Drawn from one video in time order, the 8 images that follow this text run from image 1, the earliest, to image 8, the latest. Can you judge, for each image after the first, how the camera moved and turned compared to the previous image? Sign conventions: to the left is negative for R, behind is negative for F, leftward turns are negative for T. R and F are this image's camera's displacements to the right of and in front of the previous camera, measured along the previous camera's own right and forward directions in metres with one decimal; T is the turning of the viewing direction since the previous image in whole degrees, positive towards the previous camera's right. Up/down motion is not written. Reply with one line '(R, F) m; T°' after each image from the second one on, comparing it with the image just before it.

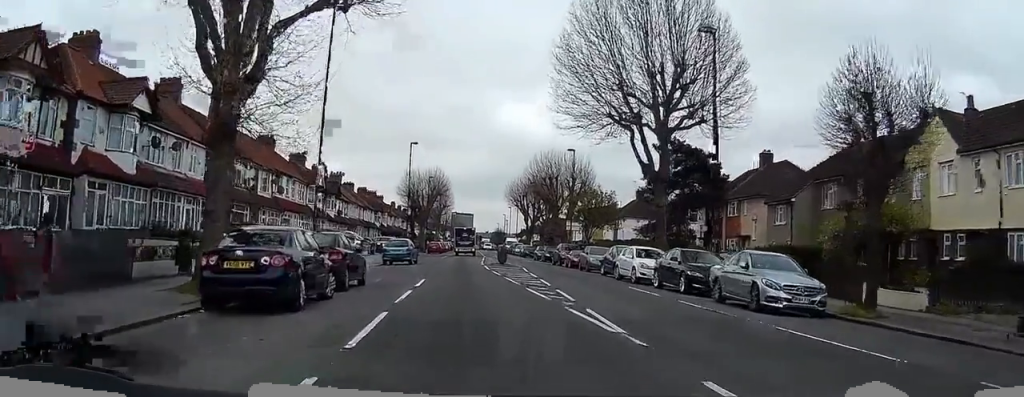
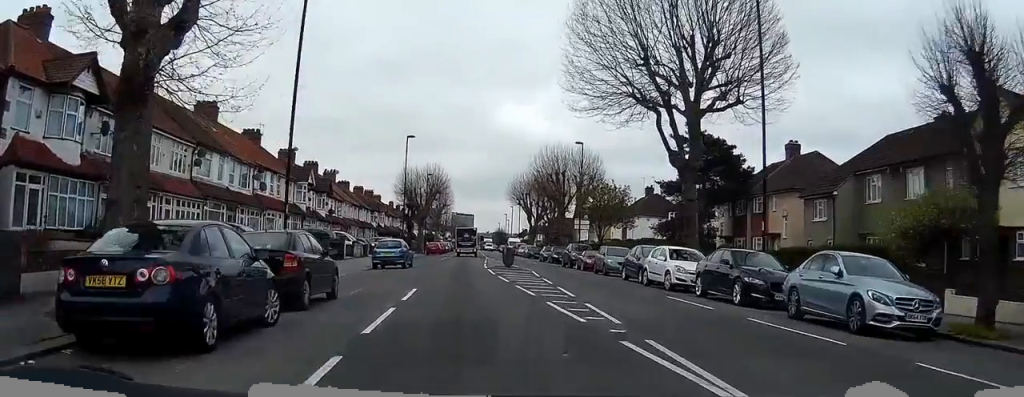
(0.0, +4.4) m; -1°
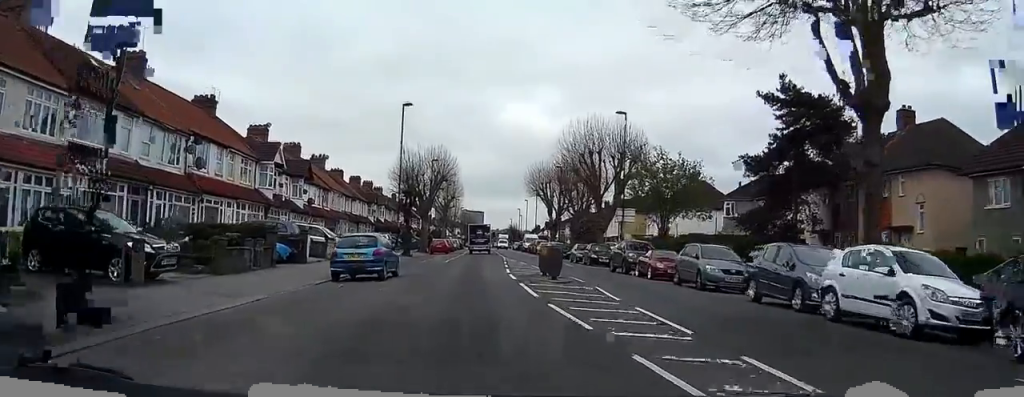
(-0.3, +13.6) m; -1°
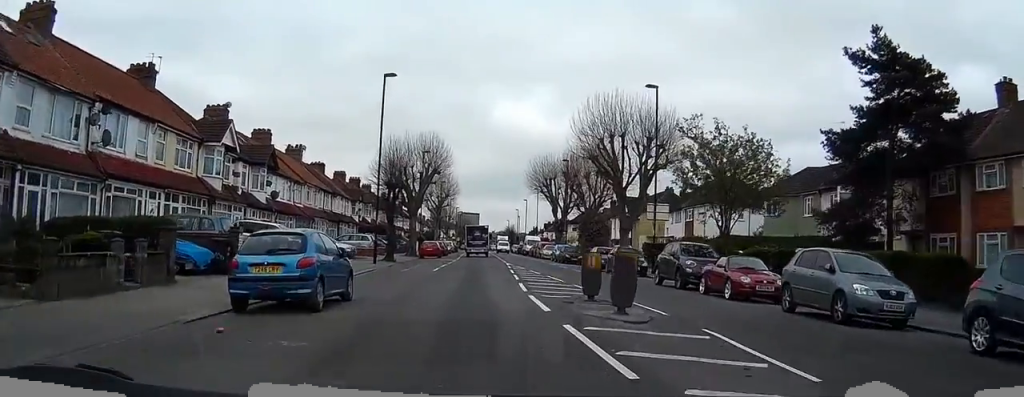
(+0.1, +9.1) m; 0°
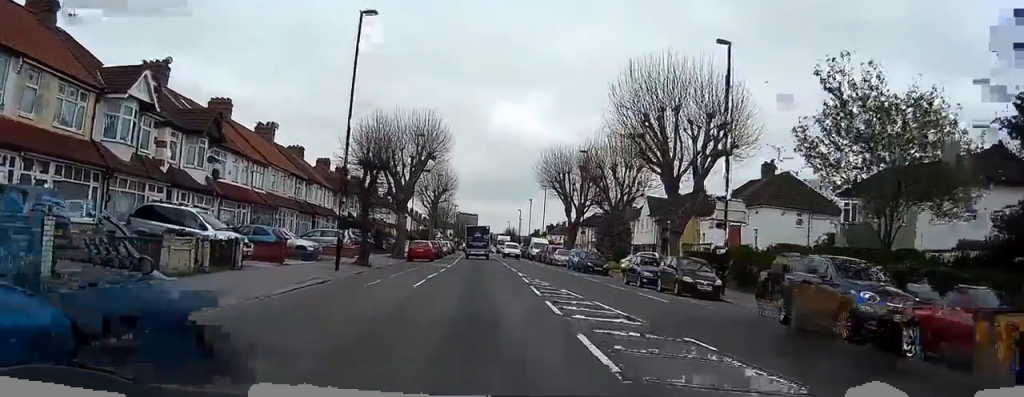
(-0.1, +11.5) m; 0°
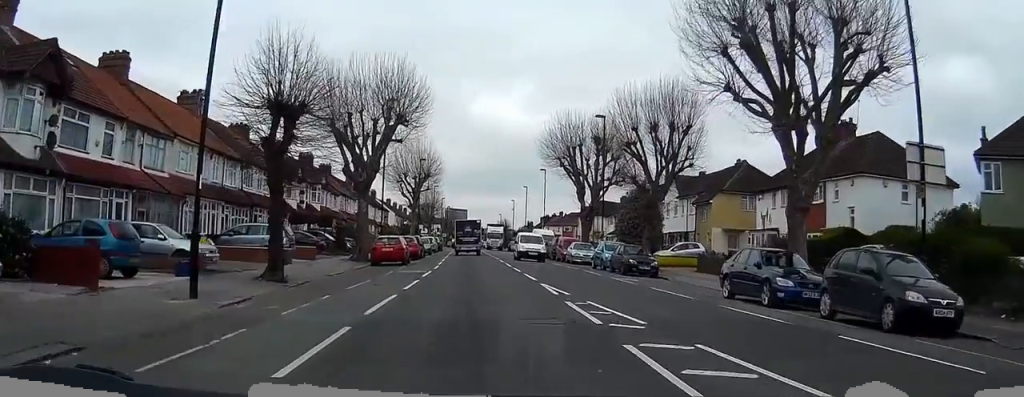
(+0.2, +14.3) m; +1°
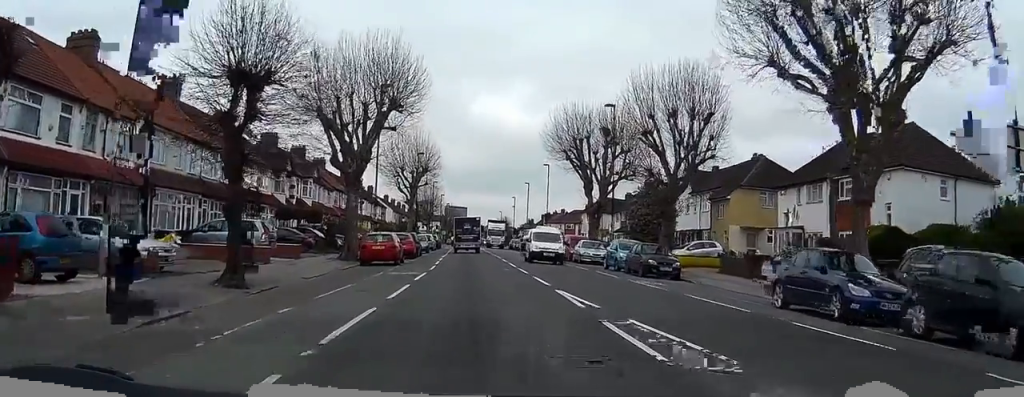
(0.0, +3.7) m; 0°
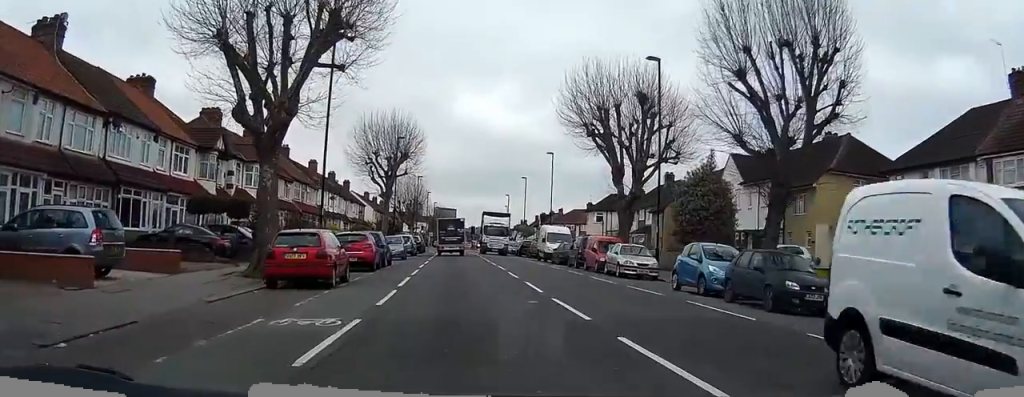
(0.0, +13.4) m; 0°
